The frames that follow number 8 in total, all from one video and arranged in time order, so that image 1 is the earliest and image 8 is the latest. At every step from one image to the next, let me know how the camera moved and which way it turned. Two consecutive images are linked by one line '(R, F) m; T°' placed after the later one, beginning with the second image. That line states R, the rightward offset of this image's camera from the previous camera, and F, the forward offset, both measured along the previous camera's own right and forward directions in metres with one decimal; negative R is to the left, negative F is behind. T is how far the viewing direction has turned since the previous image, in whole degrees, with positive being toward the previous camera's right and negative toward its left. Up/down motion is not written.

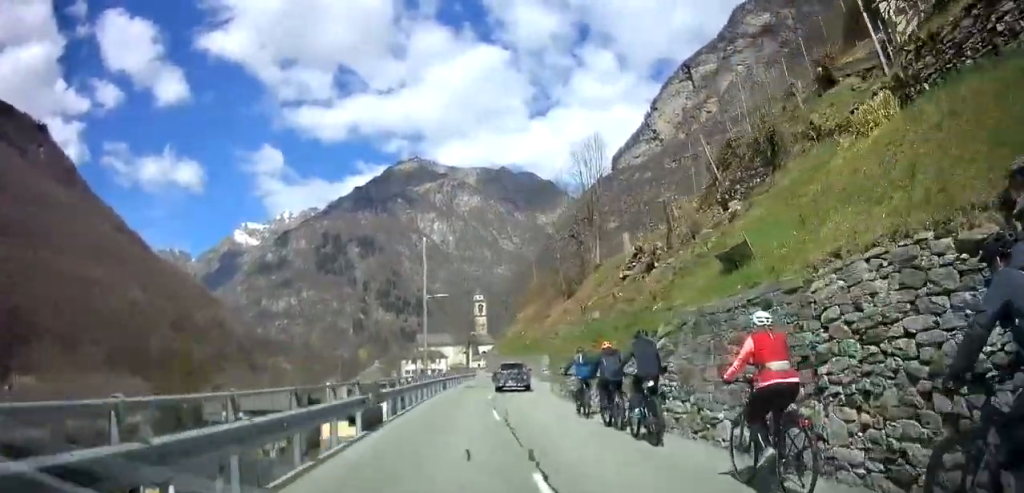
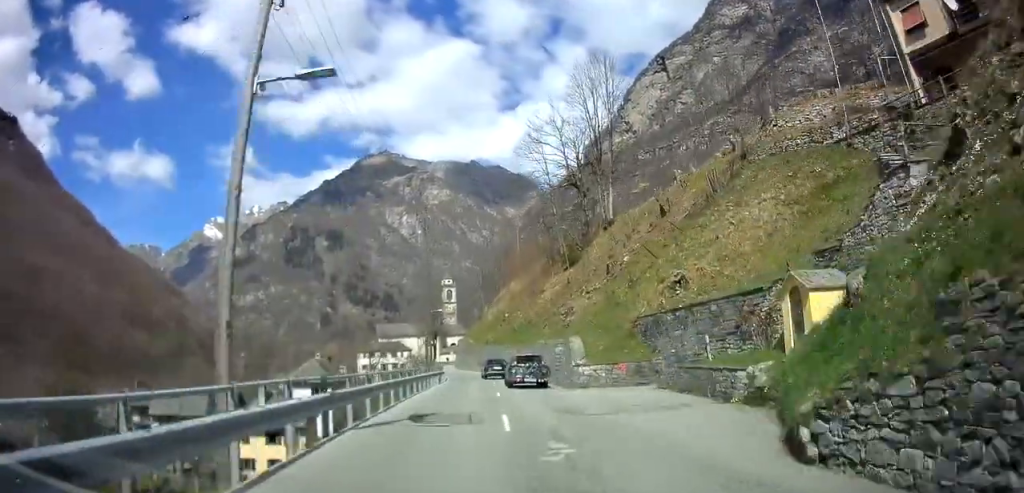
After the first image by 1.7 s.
(+0.4, +24.6) m; +3°
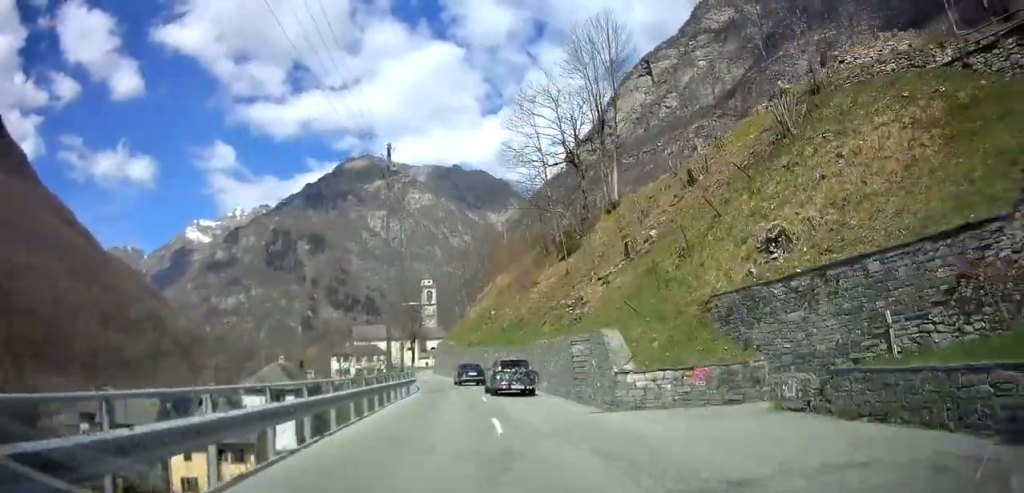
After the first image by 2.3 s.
(+0.1, +9.4) m; +1°
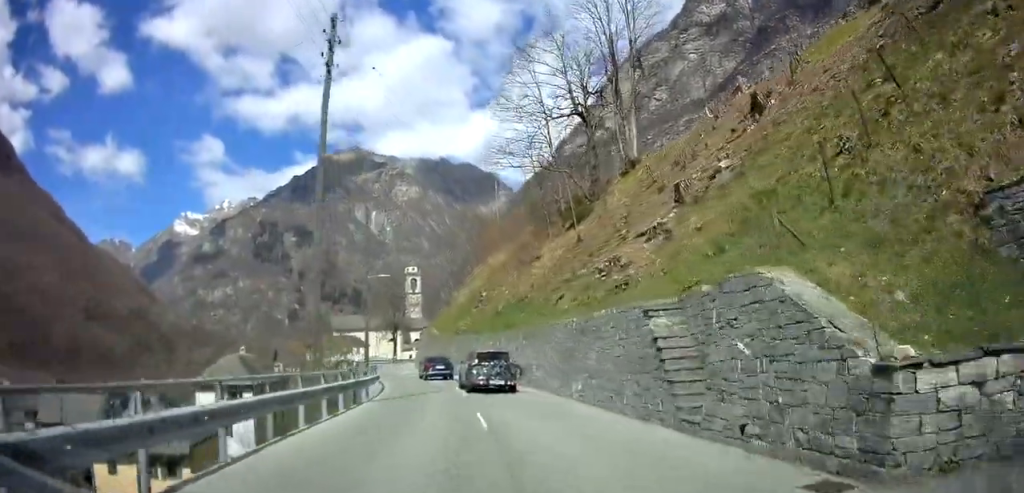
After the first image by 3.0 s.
(+0.1, +11.1) m; +1°
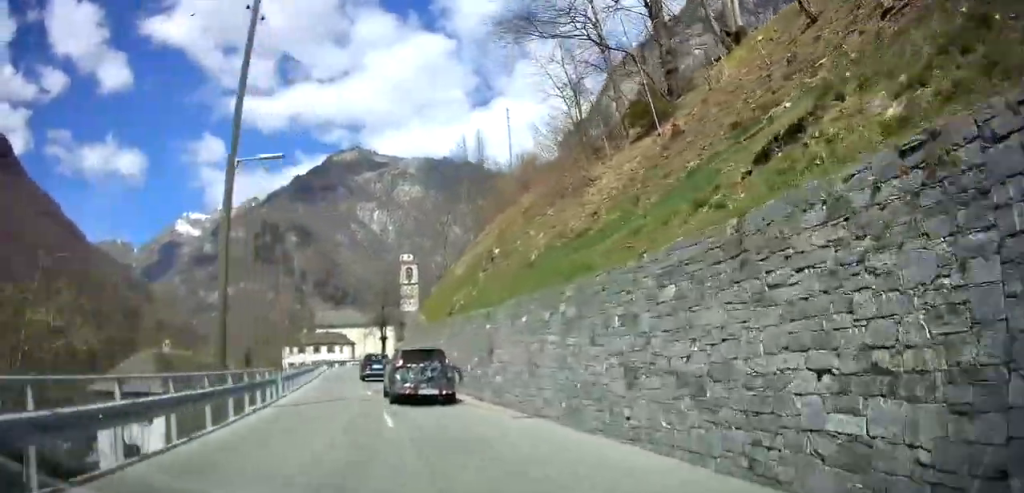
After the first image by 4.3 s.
(+0.1, +20.6) m; -1°
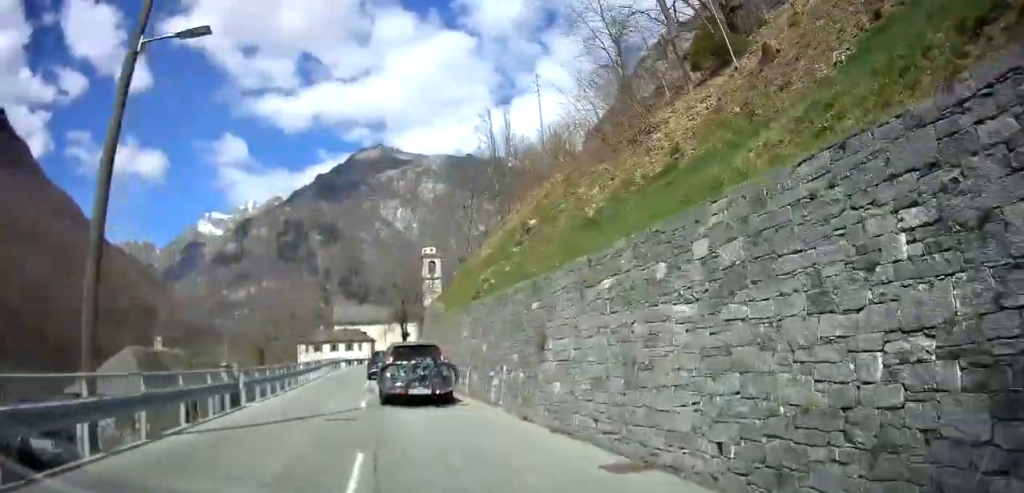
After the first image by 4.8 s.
(-0.1, +6.8) m; -1°
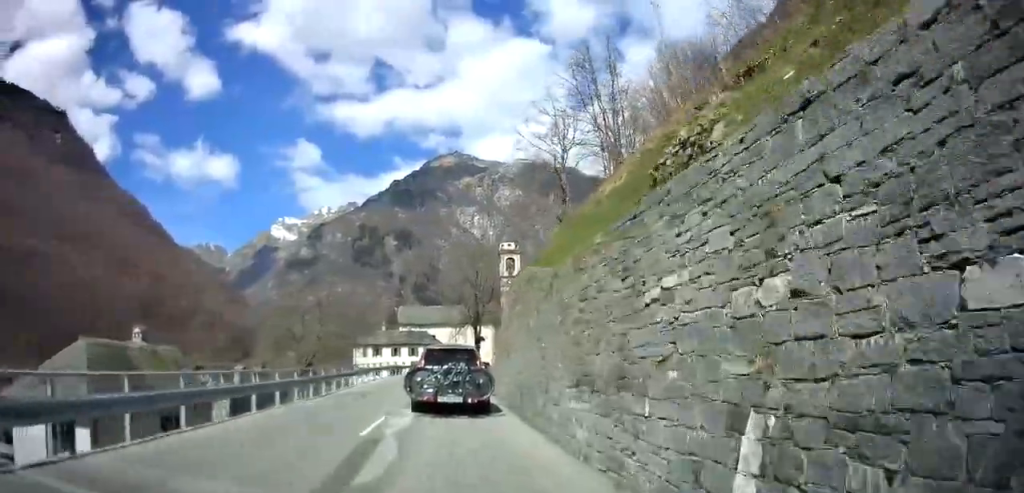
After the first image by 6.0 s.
(-0.5, +16.0) m; -5°
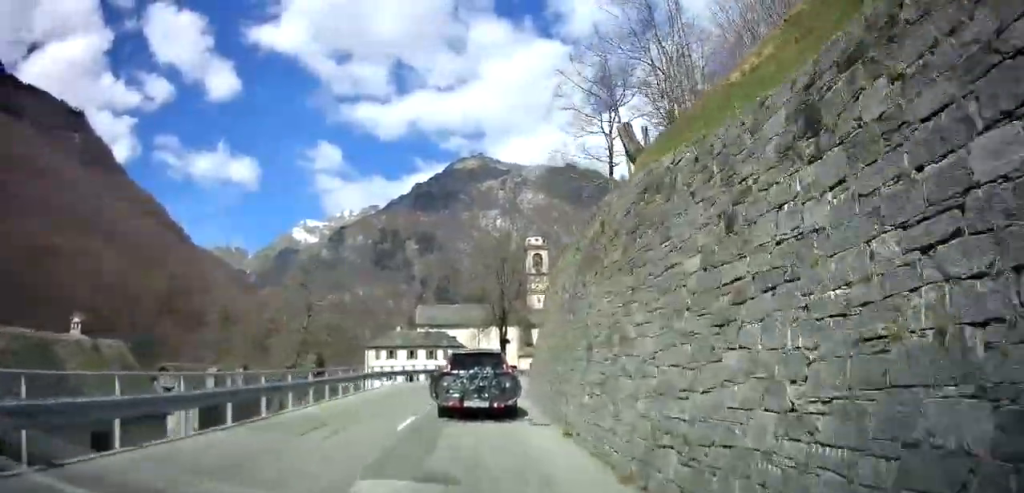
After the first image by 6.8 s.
(-0.3, +9.3) m; -3°
